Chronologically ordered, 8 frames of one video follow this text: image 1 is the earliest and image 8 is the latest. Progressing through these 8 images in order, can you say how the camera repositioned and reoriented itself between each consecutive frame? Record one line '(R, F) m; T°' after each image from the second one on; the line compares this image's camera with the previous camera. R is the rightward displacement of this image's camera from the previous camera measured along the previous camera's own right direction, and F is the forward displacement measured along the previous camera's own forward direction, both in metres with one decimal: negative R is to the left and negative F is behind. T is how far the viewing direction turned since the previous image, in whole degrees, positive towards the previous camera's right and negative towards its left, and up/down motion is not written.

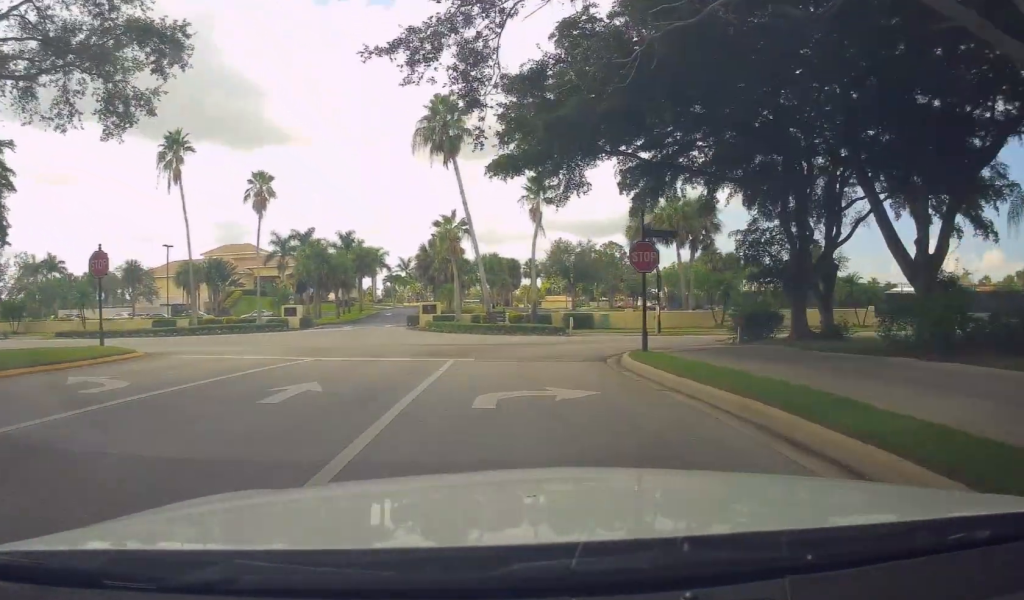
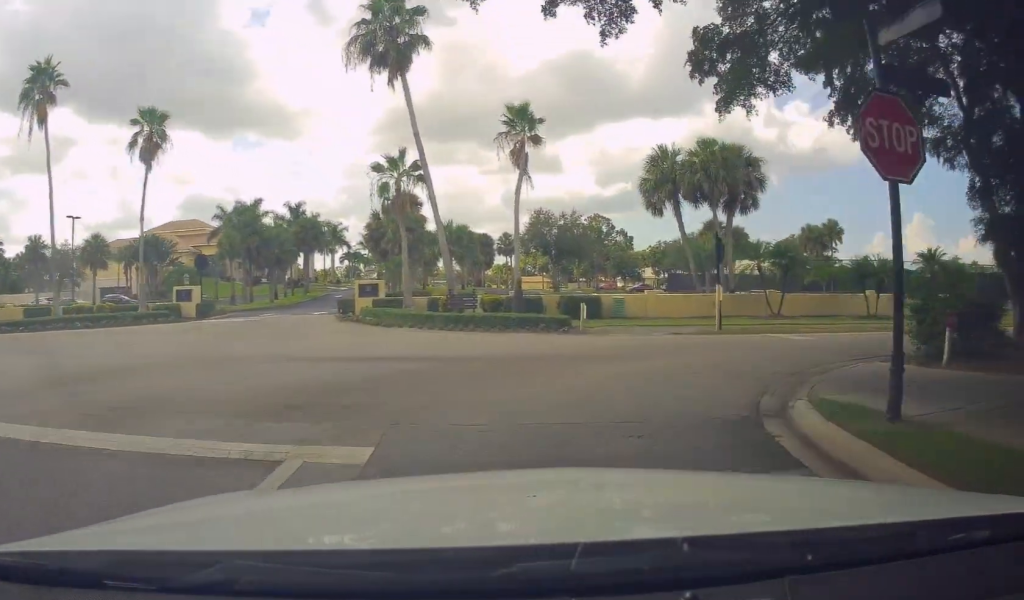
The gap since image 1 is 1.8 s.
(-0.2, +17.7) m; +2°
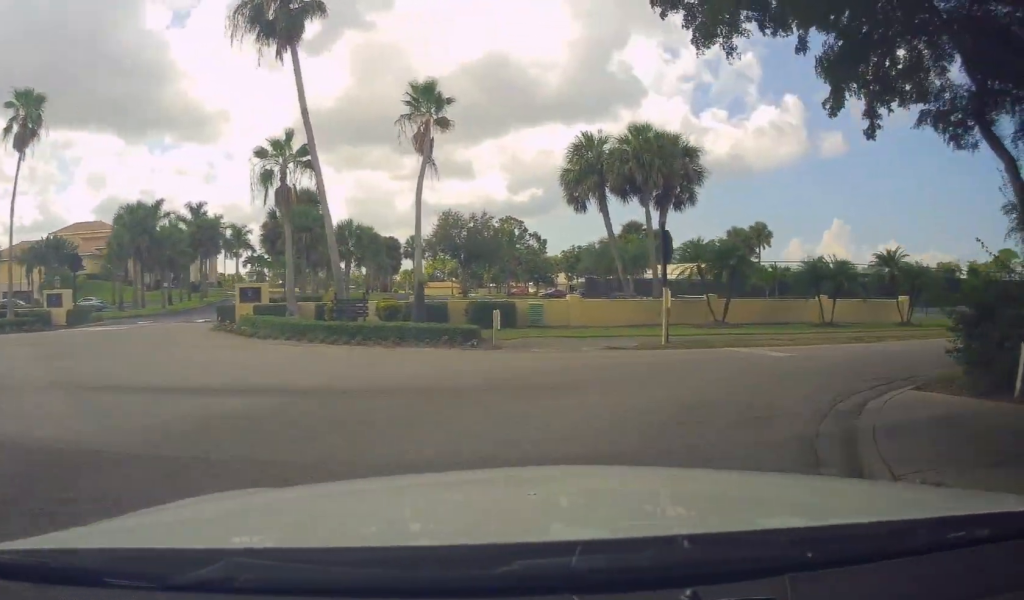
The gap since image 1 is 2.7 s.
(+0.5, +7.4) m; +12°
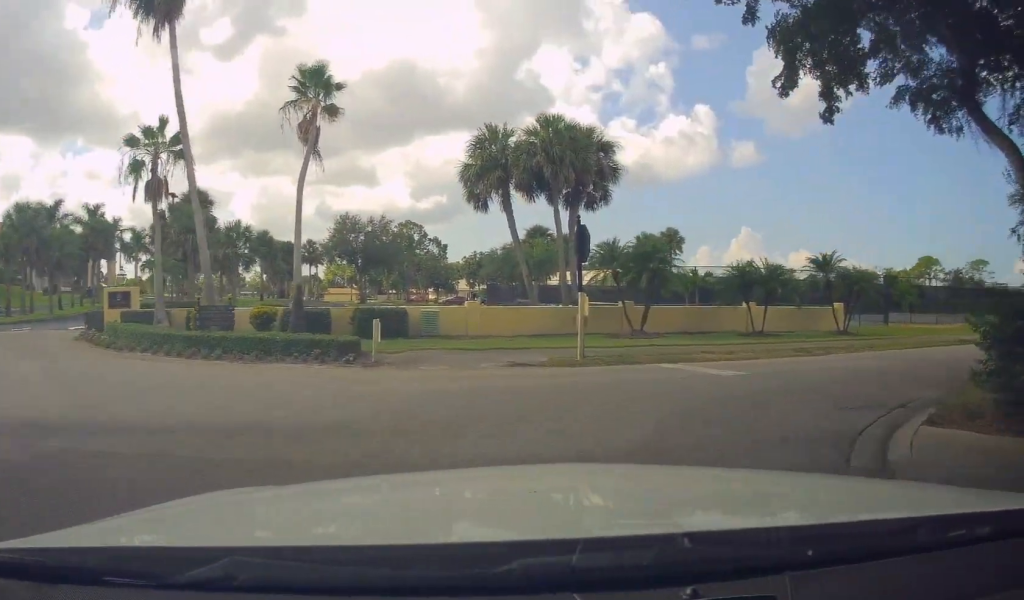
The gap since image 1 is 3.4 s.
(+0.8, +4.7) m; +12°
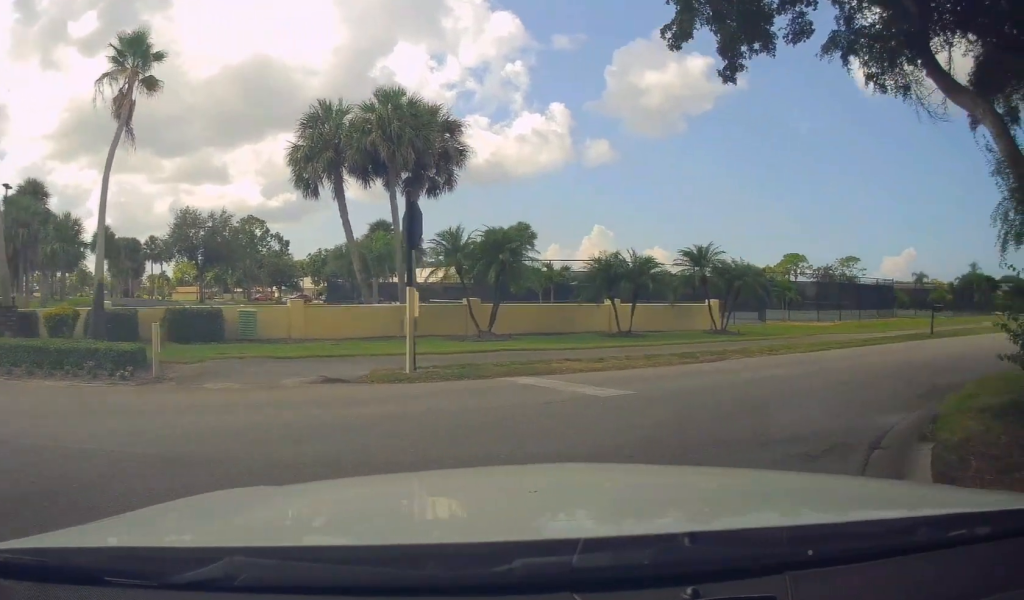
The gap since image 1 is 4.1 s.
(+0.5, +4.4) m; +16°
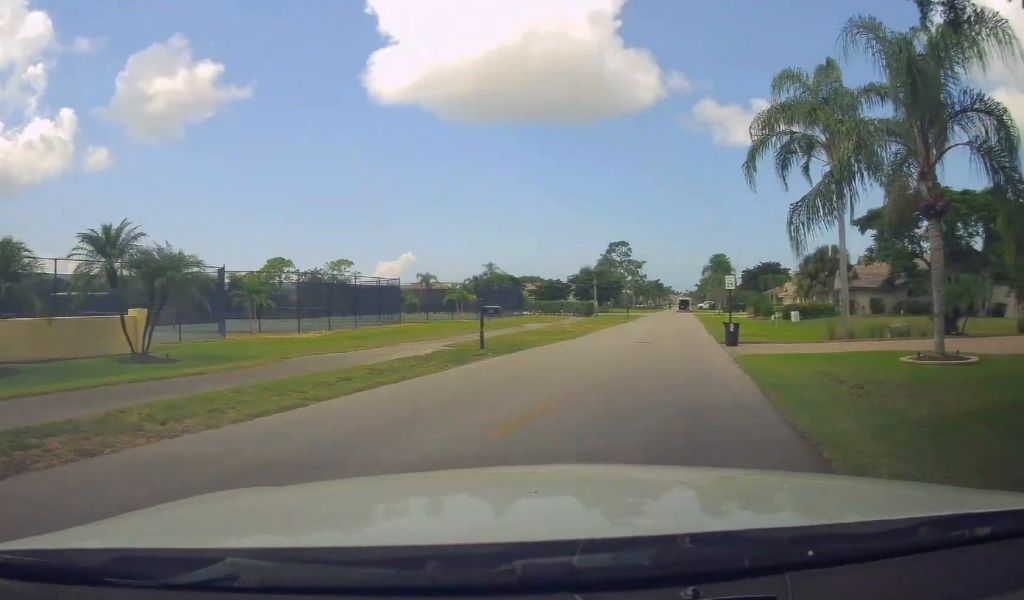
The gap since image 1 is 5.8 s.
(+3.7, +9.3) m; +36°
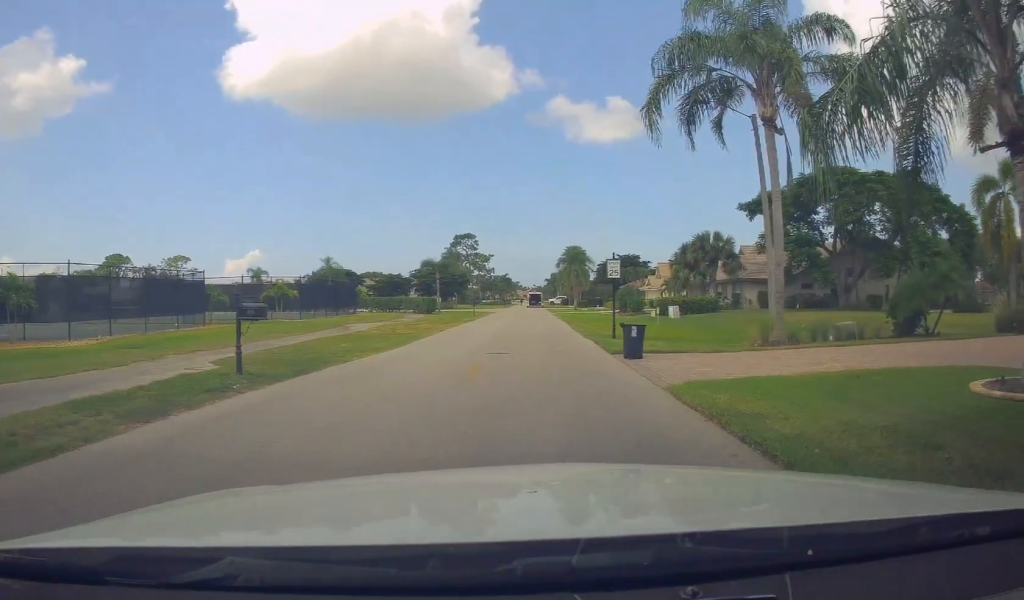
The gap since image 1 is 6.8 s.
(+0.1, +7.3) m; +6°
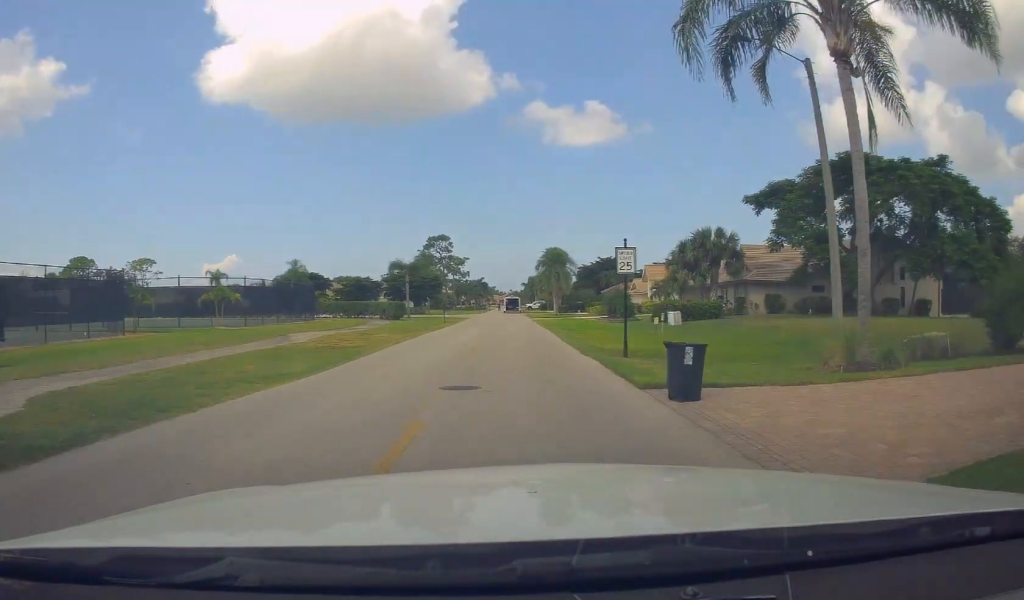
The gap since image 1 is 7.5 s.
(+0.4, +5.8) m; +6°
